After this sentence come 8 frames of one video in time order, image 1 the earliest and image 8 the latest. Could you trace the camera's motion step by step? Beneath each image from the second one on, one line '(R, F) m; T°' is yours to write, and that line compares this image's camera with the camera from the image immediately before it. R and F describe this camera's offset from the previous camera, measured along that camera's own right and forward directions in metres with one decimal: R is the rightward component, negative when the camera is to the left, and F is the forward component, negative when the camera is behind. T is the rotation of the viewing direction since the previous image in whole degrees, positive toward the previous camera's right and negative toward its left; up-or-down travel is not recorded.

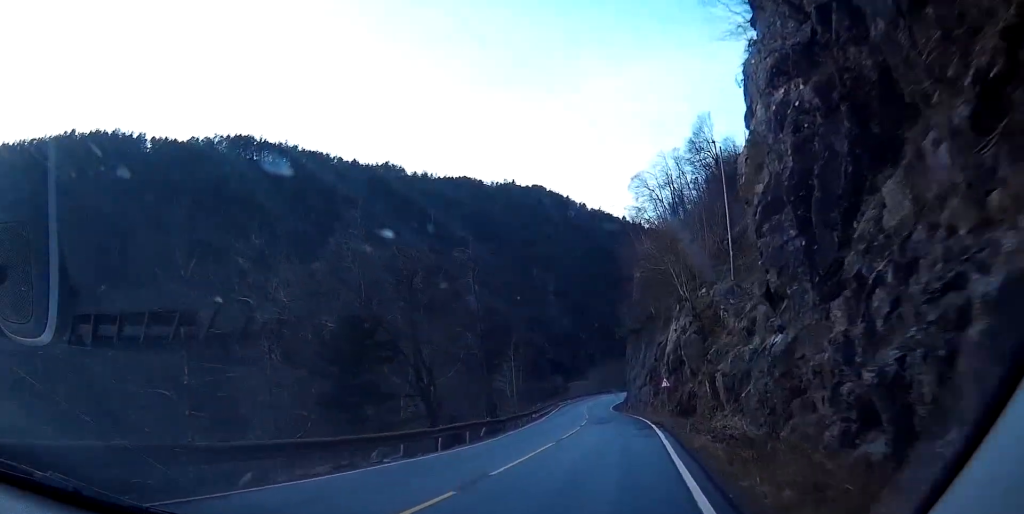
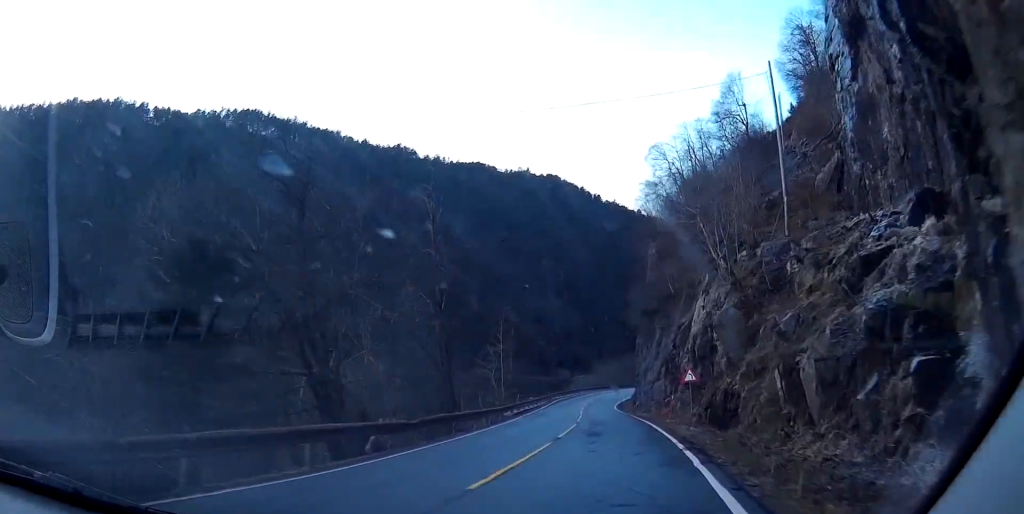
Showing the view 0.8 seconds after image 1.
(0.0, +14.2) m; 0°
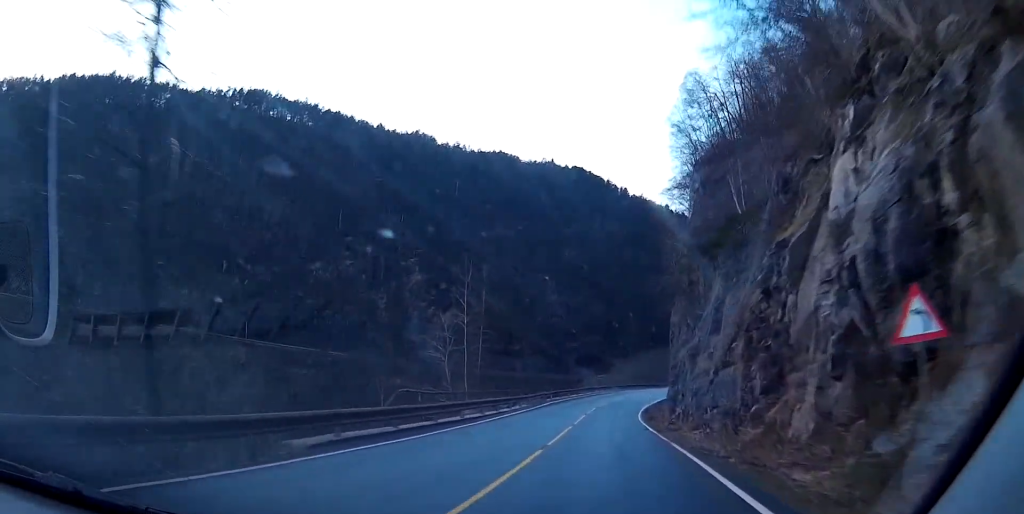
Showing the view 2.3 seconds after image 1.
(-0.1, +27.4) m; 0°
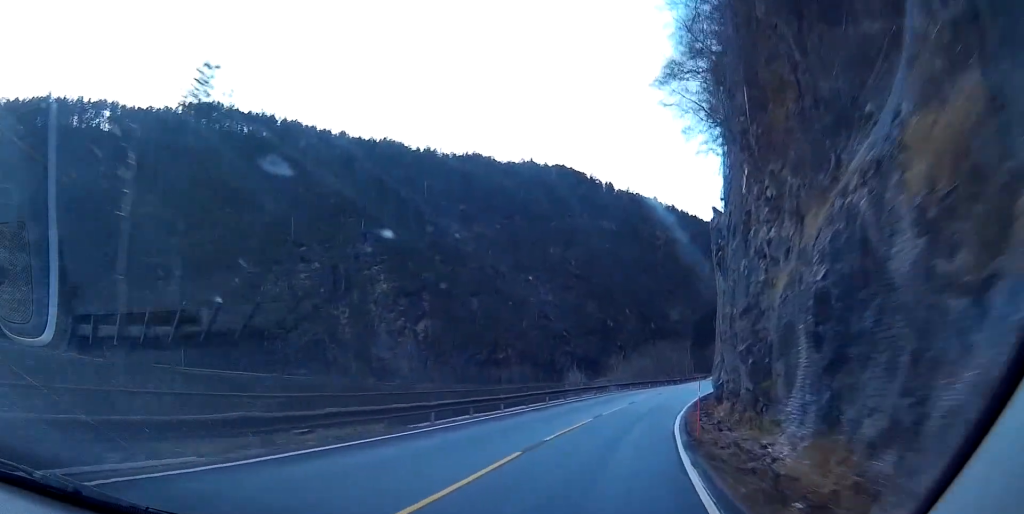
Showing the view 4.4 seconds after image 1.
(-0.5, +36.4) m; -3°
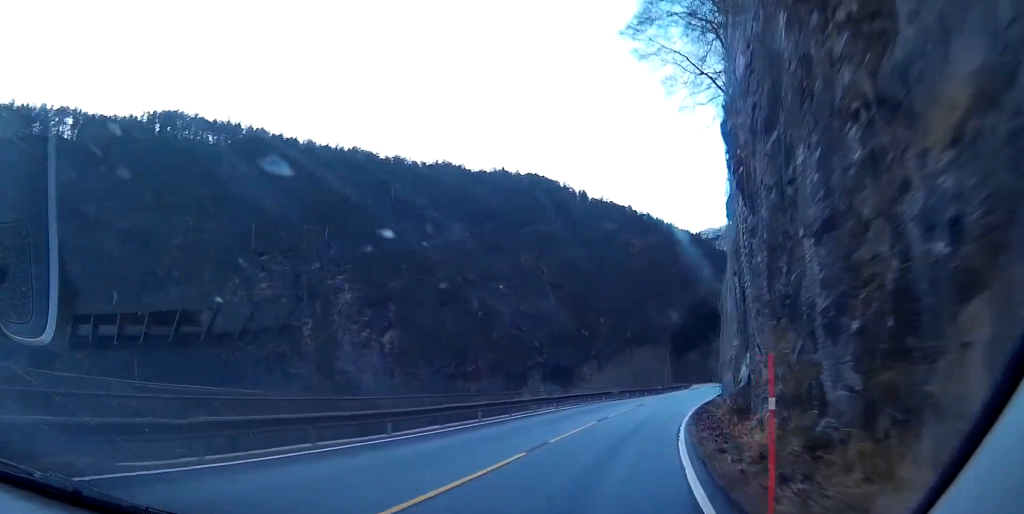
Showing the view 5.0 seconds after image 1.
(-0.2, +12.1) m; 0°
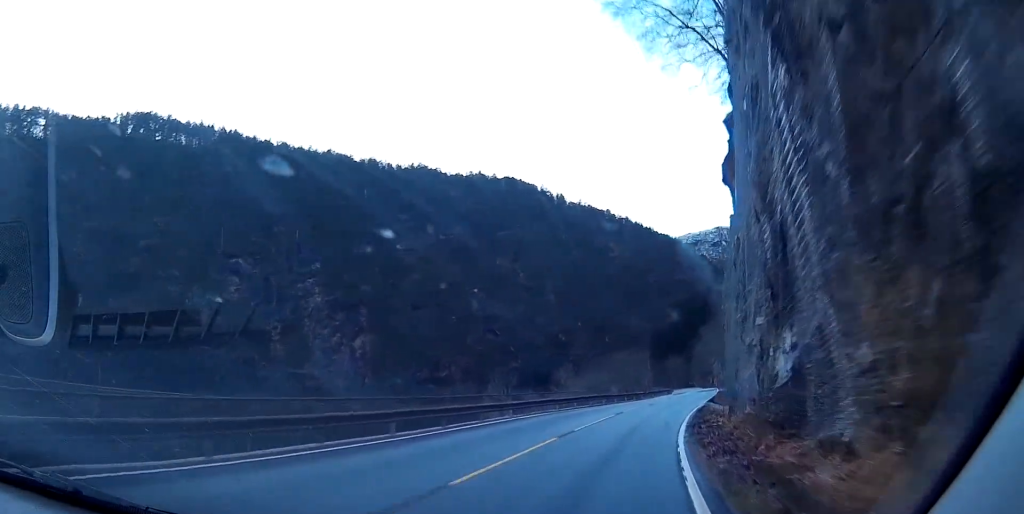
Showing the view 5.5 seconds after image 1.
(0.0, +7.9) m; +1°
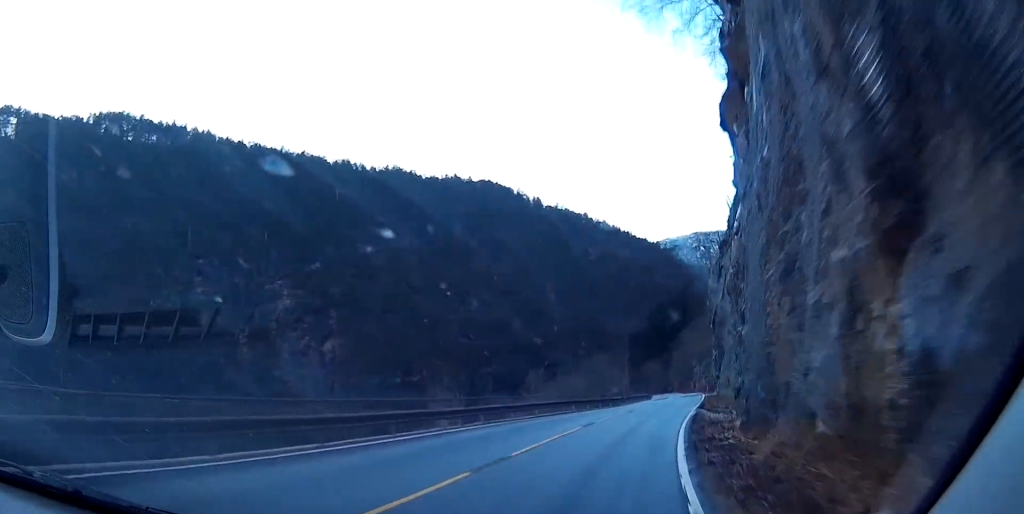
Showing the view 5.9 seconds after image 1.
(+0.1, +7.9) m; +2°
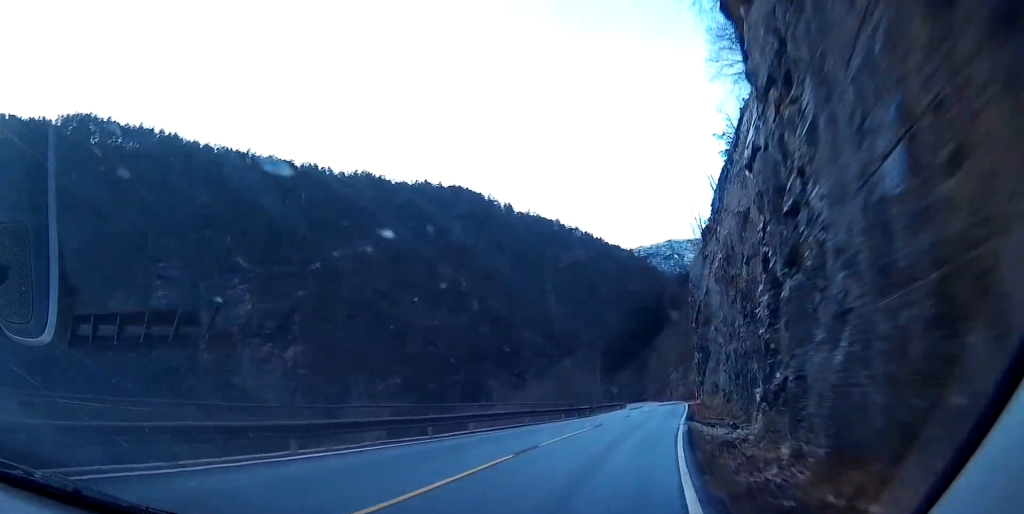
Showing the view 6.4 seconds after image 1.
(0.0, +9.1) m; +2°
